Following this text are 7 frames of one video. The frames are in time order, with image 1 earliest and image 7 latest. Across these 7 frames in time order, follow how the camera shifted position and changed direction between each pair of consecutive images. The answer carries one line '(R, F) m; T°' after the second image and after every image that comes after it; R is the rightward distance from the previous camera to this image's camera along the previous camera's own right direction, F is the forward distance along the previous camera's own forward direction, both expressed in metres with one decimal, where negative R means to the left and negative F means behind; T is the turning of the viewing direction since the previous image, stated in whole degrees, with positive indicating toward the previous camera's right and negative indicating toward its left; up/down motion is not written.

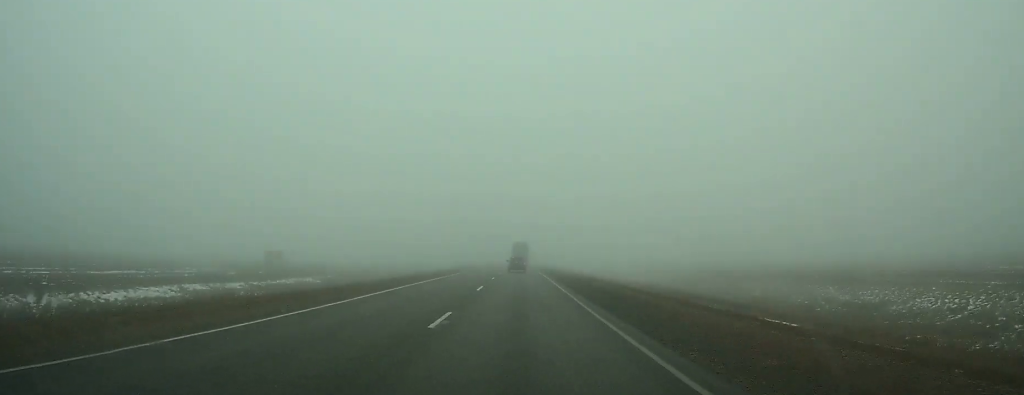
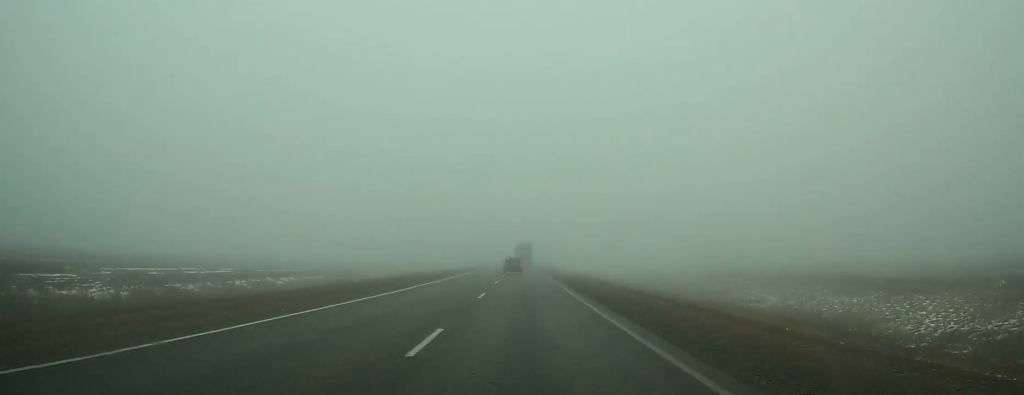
(0.0, +62.7) m; 0°
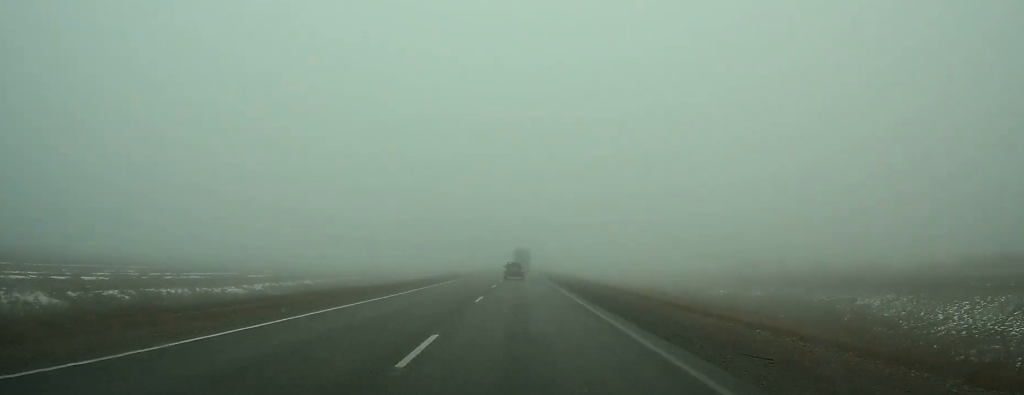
(+0.1, +46.9) m; 0°
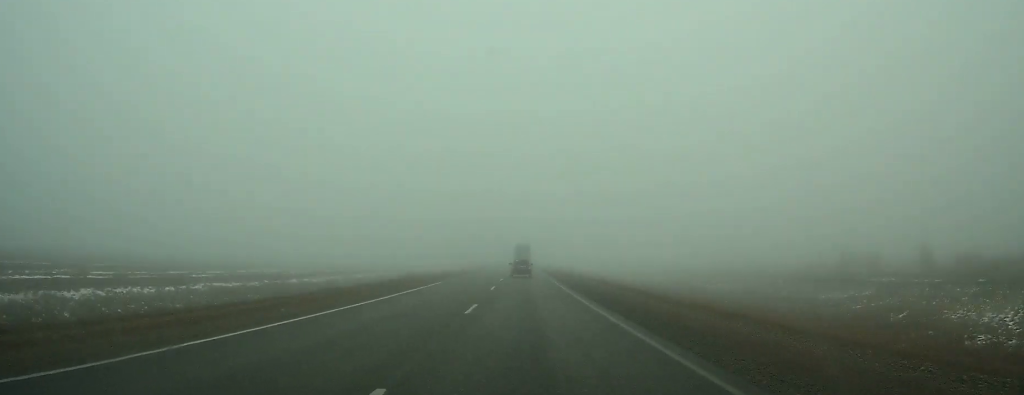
(+0.1, +39.1) m; 0°
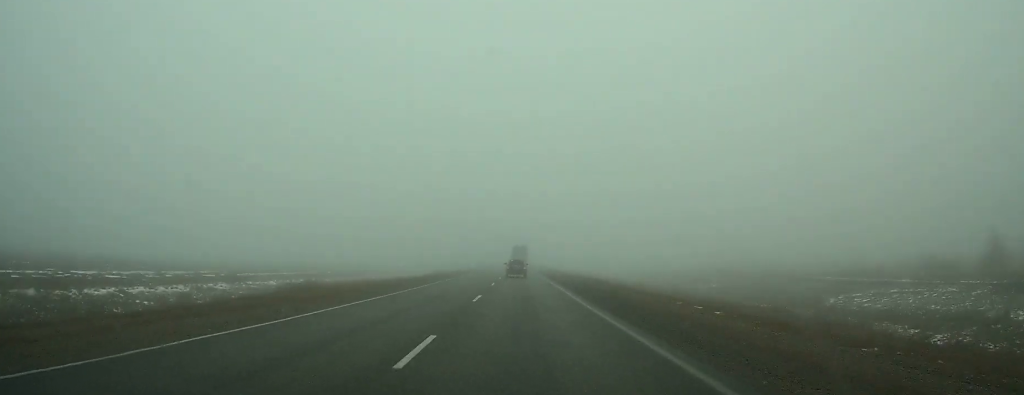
(0.0, +32.9) m; 0°
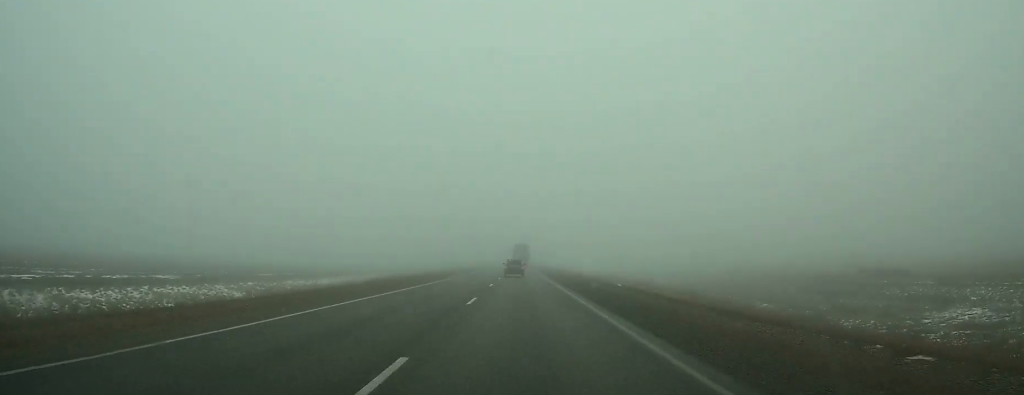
(+0.1, +51.7) m; 0°
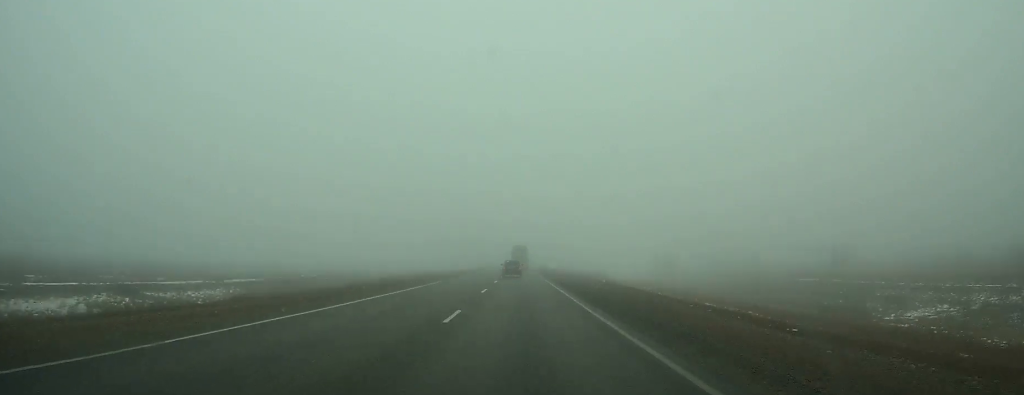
(-0.2, +64.5) m; 0°
